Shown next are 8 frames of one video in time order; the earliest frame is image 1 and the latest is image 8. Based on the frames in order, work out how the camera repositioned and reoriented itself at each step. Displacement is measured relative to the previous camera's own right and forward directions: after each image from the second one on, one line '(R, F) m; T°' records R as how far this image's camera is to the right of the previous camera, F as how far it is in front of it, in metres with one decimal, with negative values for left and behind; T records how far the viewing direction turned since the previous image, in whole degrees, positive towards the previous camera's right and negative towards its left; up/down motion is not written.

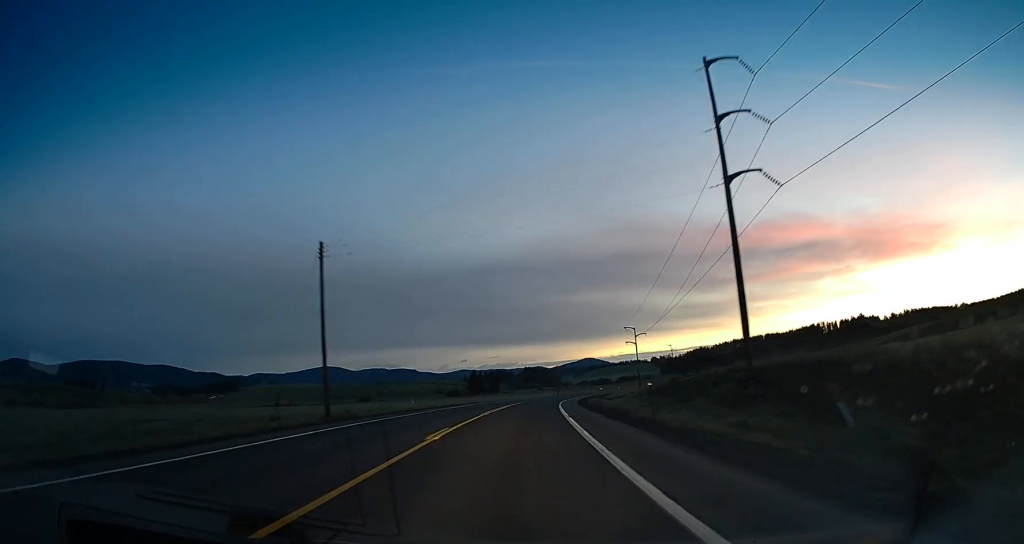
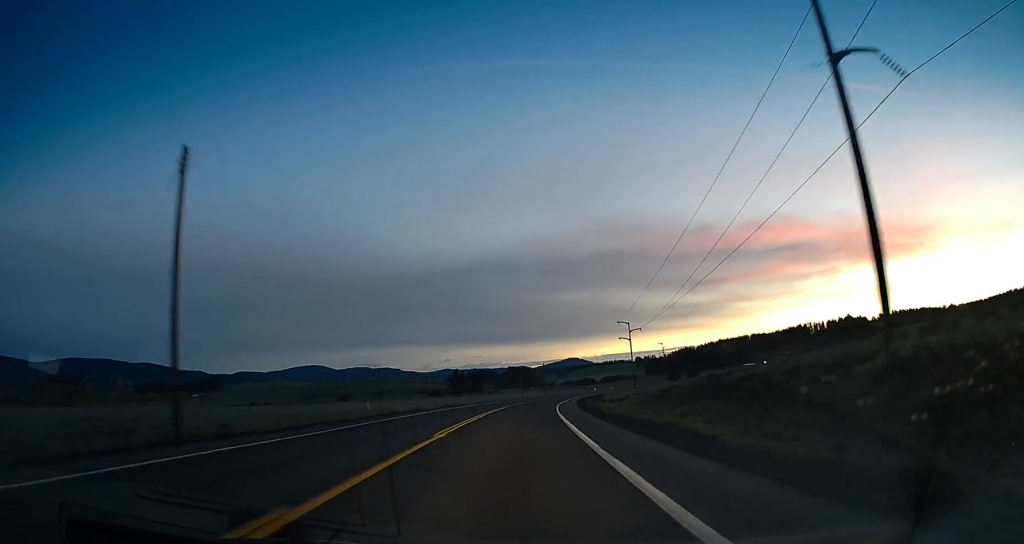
(-0.1, +13.3) m; +1°
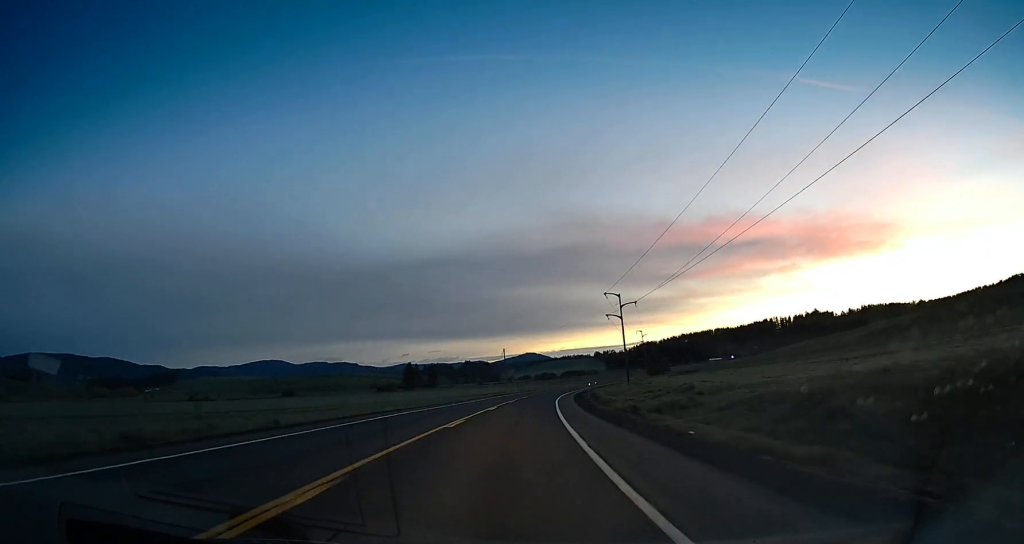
(+1.5, +37.2) m; +3°
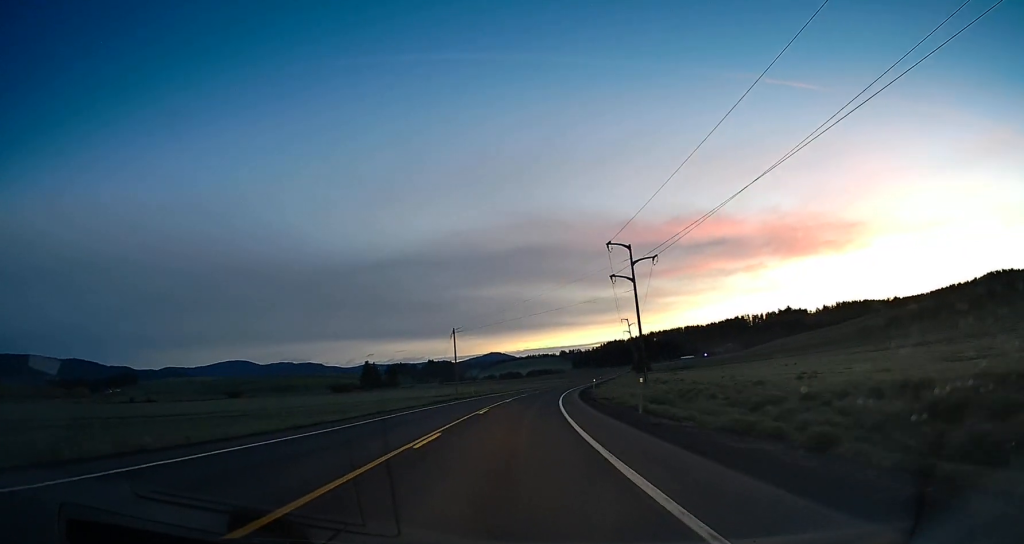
(+1.4, +36.5) m; +4°
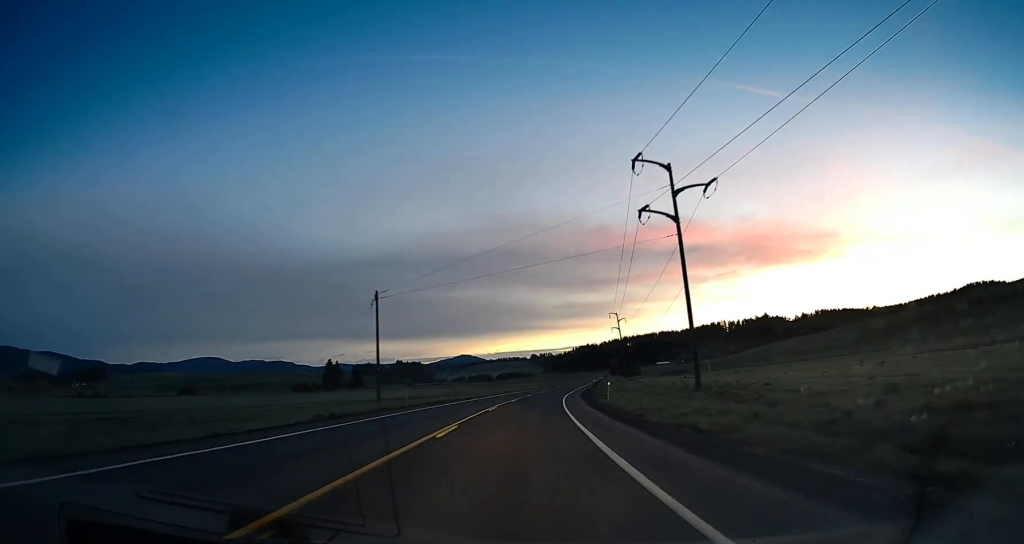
(+0.1, +27.9) m; +2°
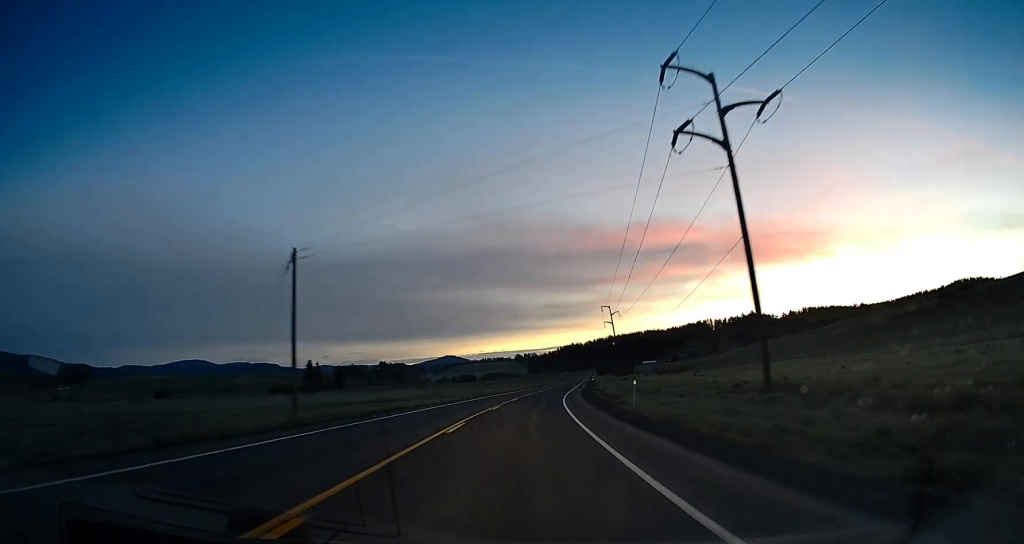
(+0.3, +13.5) m; +1°
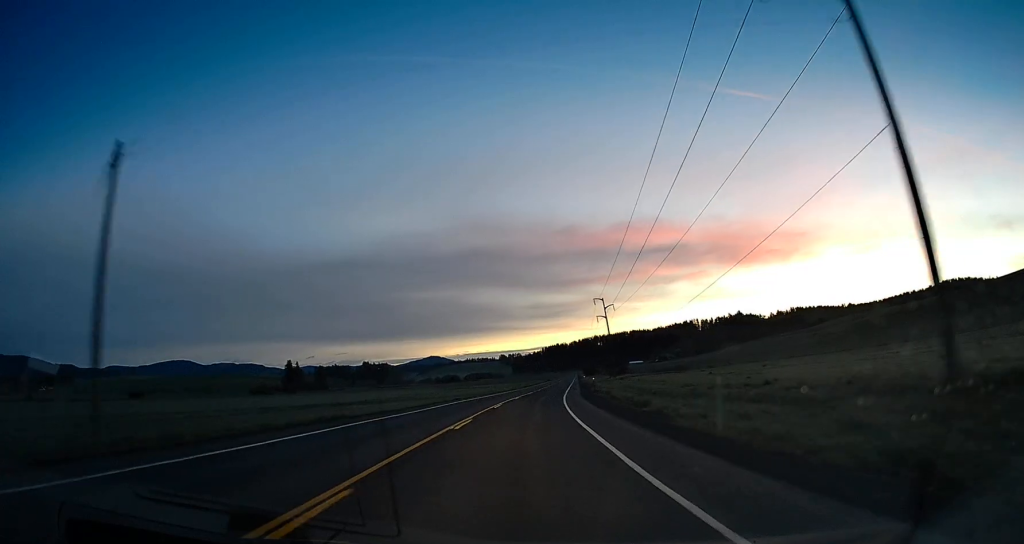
(0.0, +13.5) m; +1°
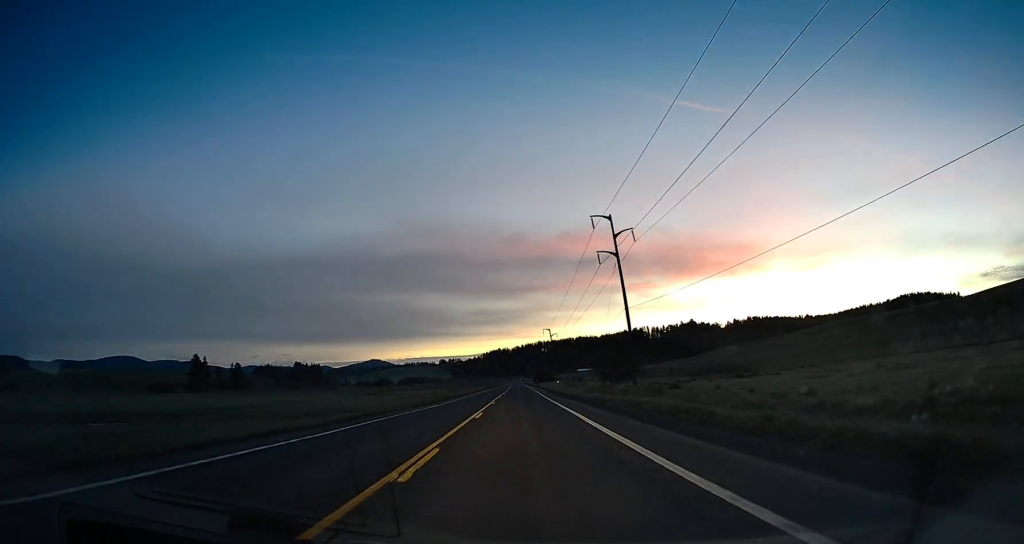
(+4.6, +69.8) m; +8°
